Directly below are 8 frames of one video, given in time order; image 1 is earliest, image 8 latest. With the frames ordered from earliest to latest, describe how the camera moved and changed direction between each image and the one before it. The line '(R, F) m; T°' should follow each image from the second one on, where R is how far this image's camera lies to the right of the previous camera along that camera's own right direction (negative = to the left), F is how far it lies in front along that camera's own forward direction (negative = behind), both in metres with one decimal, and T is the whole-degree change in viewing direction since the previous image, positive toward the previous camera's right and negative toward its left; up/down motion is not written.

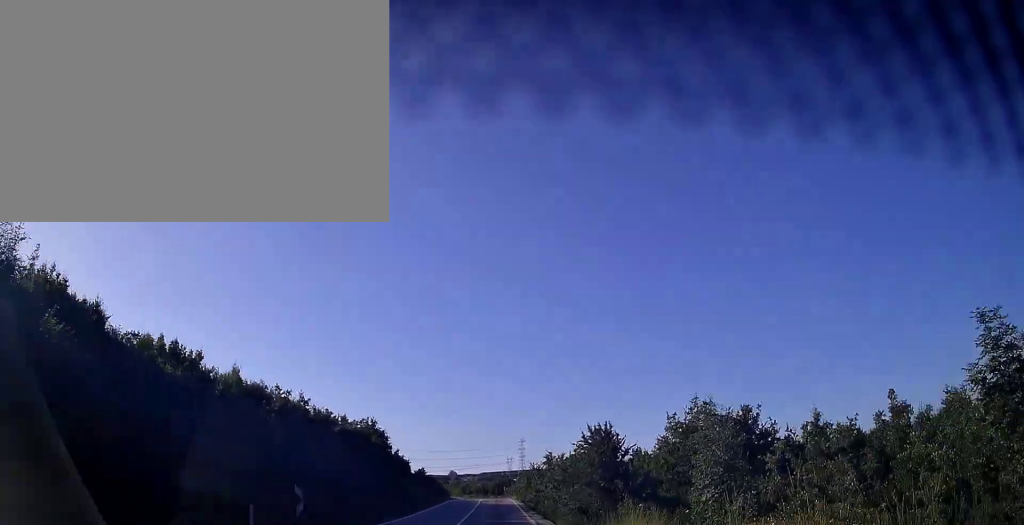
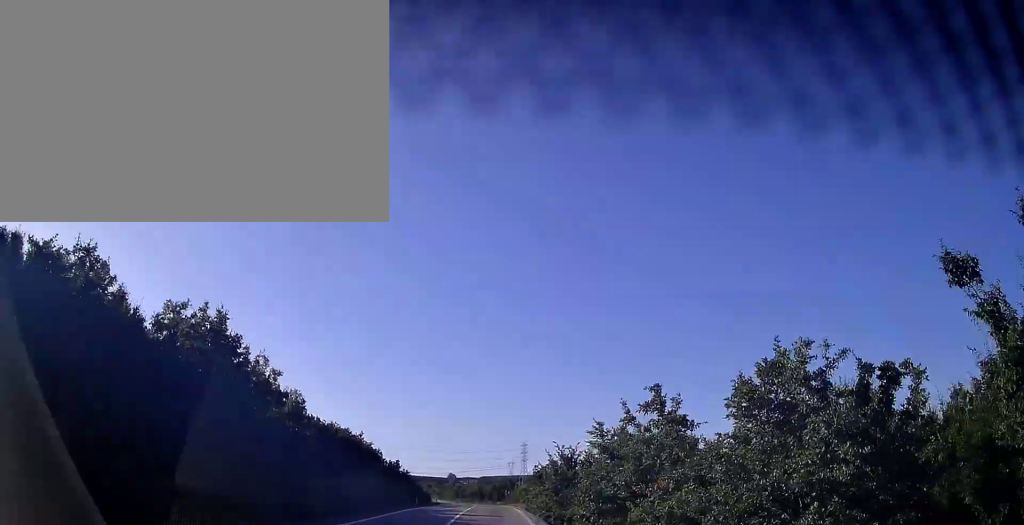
(-0.1, +27.7) m; 0°
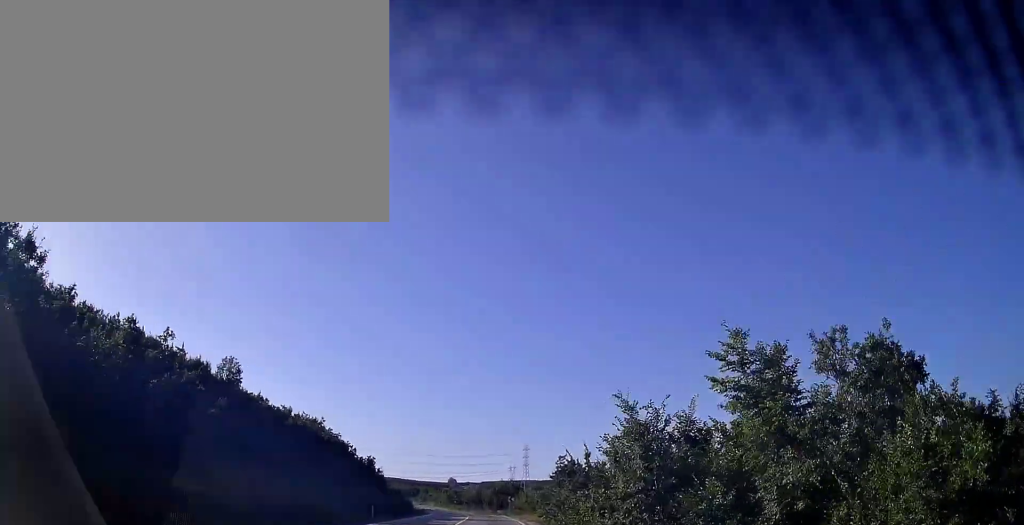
(+0.1, +17.5) m; 0°
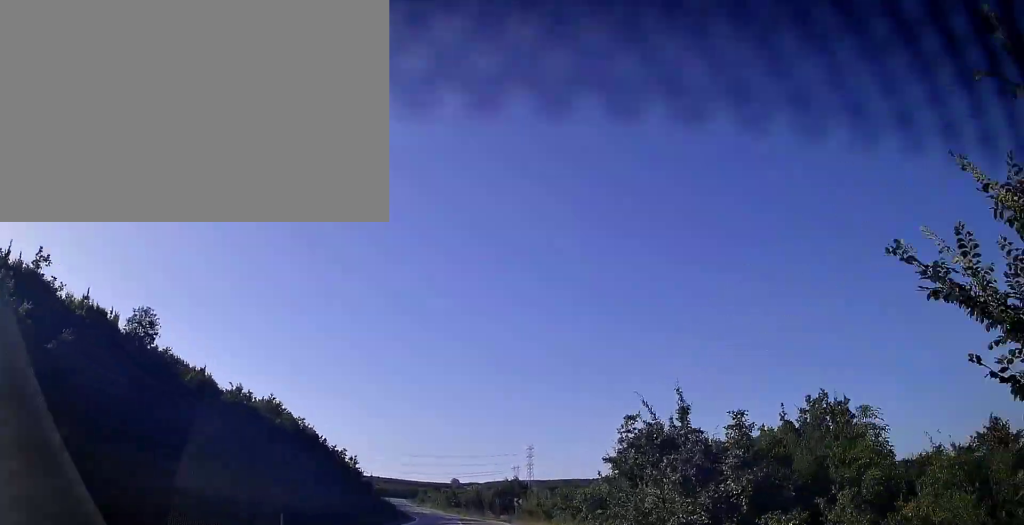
(0.0, +14.1) m; 0°
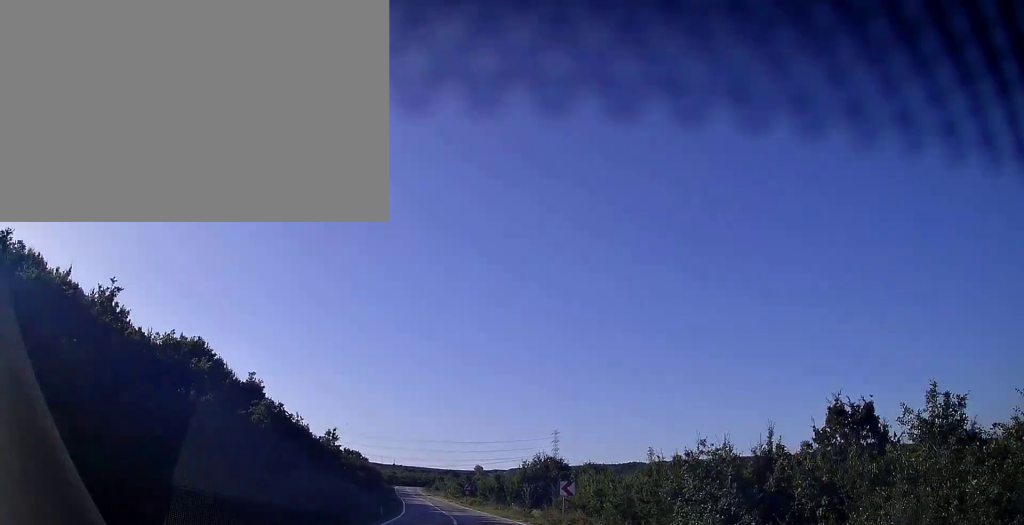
(-0.2, +22.5) m; -1°
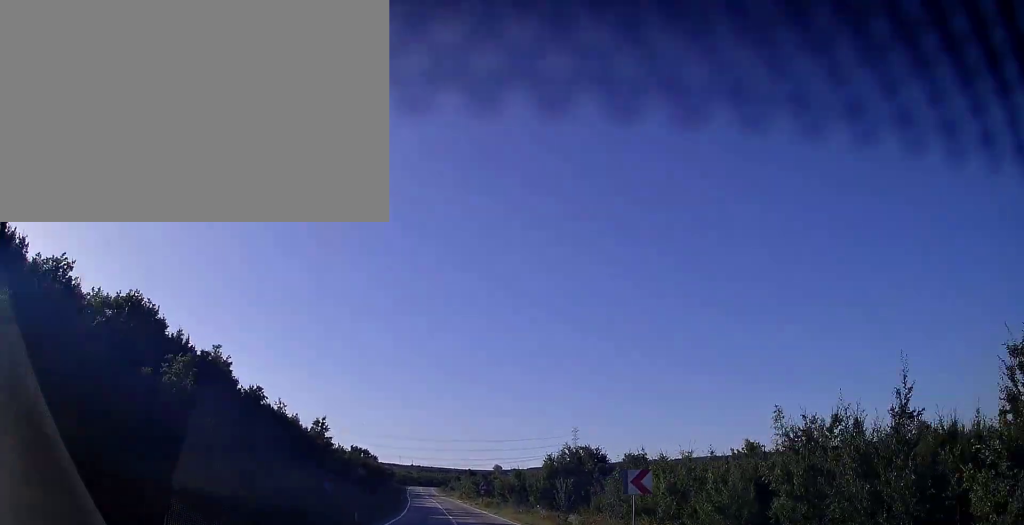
(0.0, +10.5) m; -1°
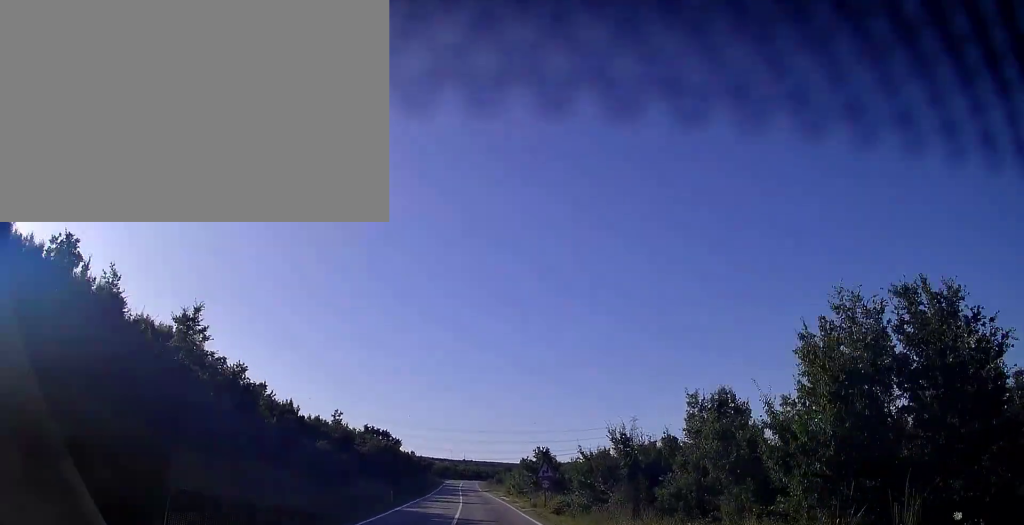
(-1.5, +32.0) m; -5°
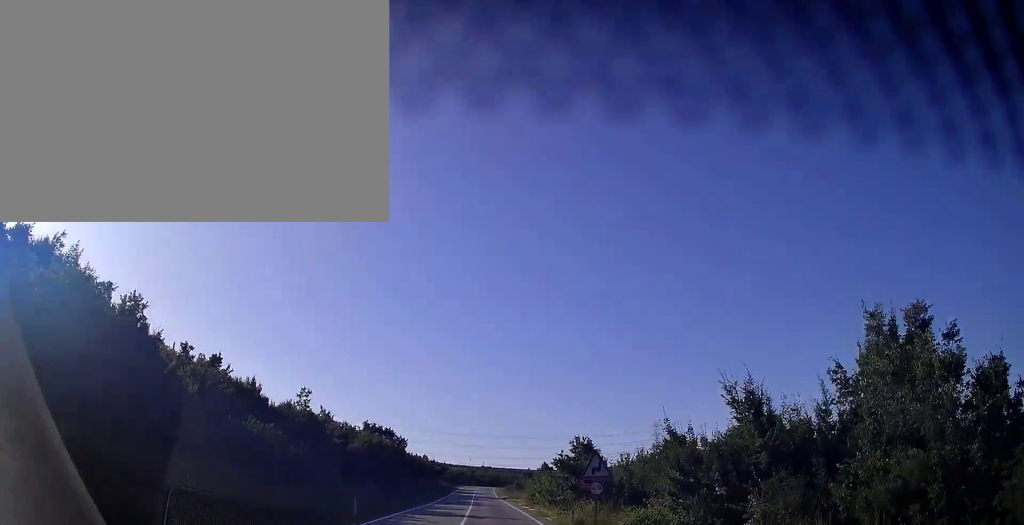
(-0.1, +13.1) m; -2°
